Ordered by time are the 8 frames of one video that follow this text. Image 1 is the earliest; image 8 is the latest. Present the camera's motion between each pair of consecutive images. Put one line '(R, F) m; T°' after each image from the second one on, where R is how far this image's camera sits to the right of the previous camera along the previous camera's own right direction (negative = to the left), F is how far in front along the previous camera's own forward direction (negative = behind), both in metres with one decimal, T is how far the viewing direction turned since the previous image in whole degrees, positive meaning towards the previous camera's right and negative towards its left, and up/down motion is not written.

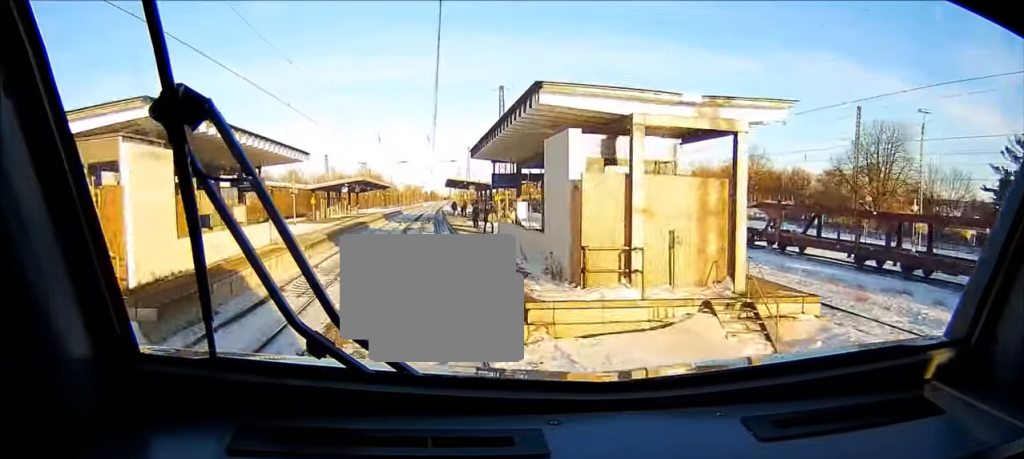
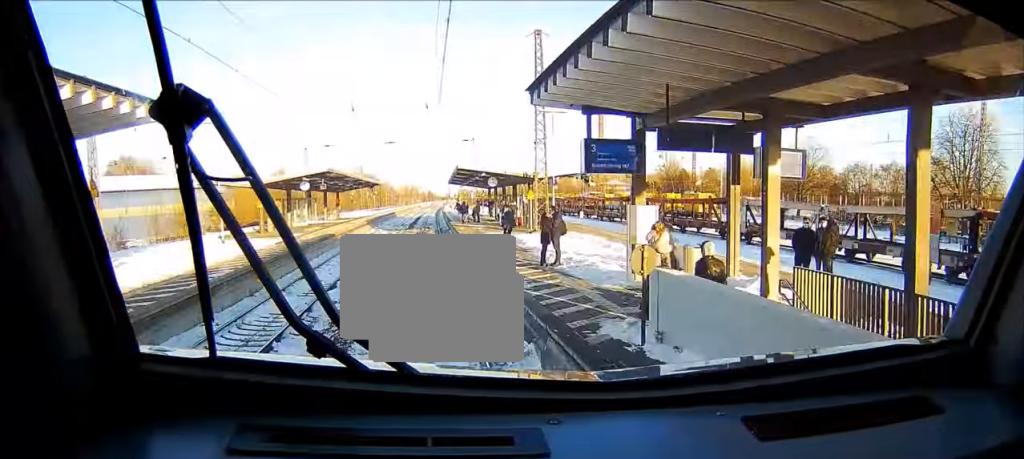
(0.0, +20.7) m; 0°
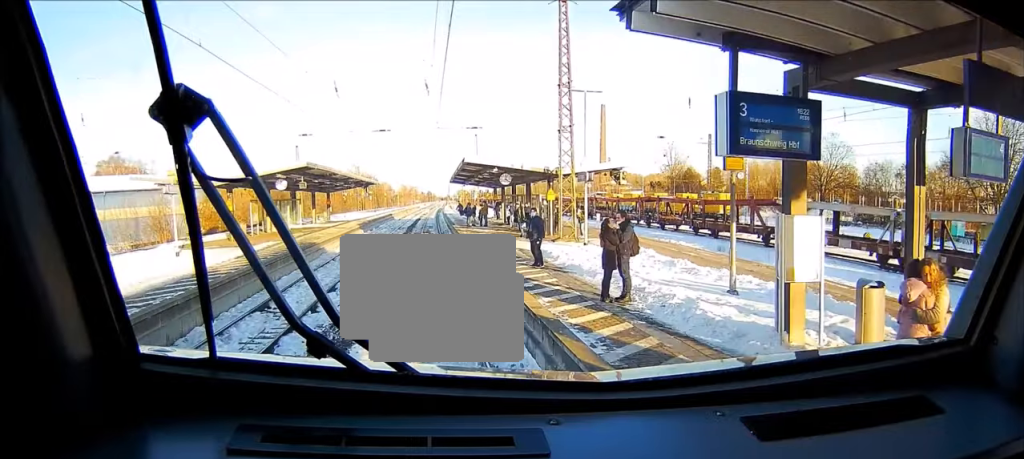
(-0.1, +7.6) m; 0°
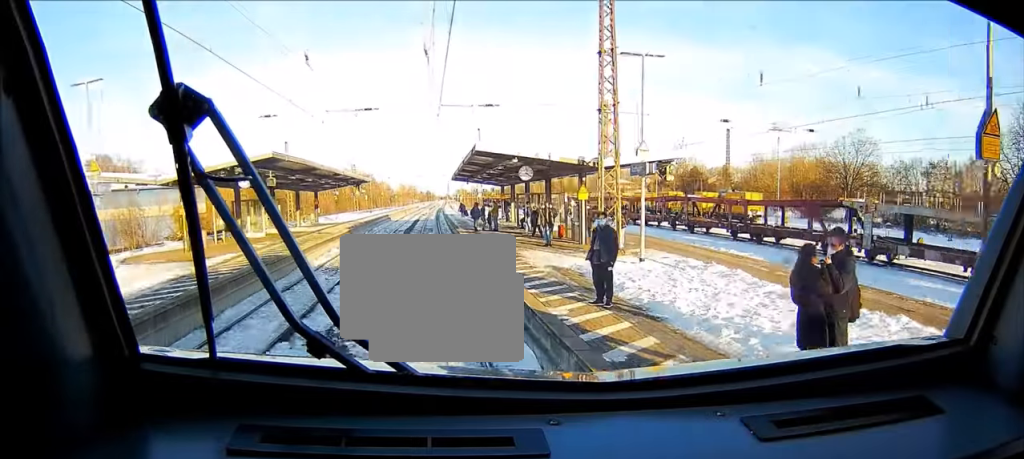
(0.0, +7.3) m; 0°
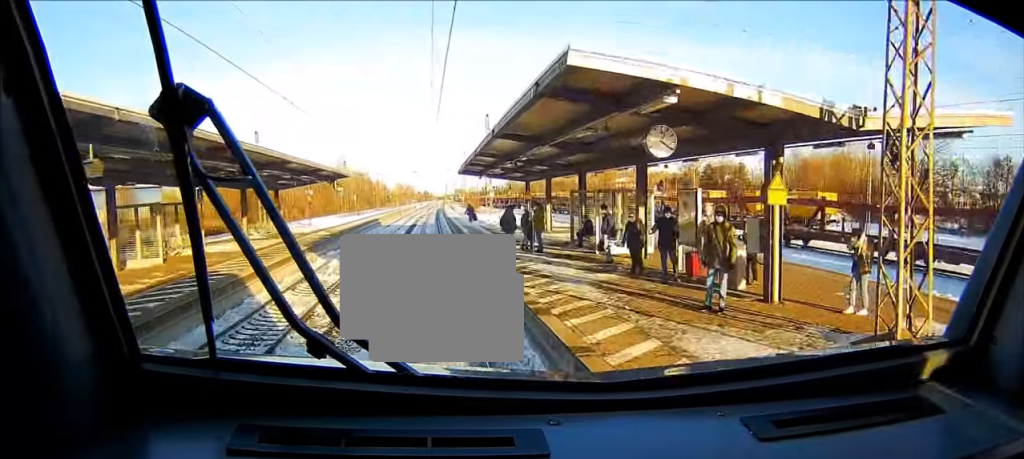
(+0.1, +17.0) m; 0°
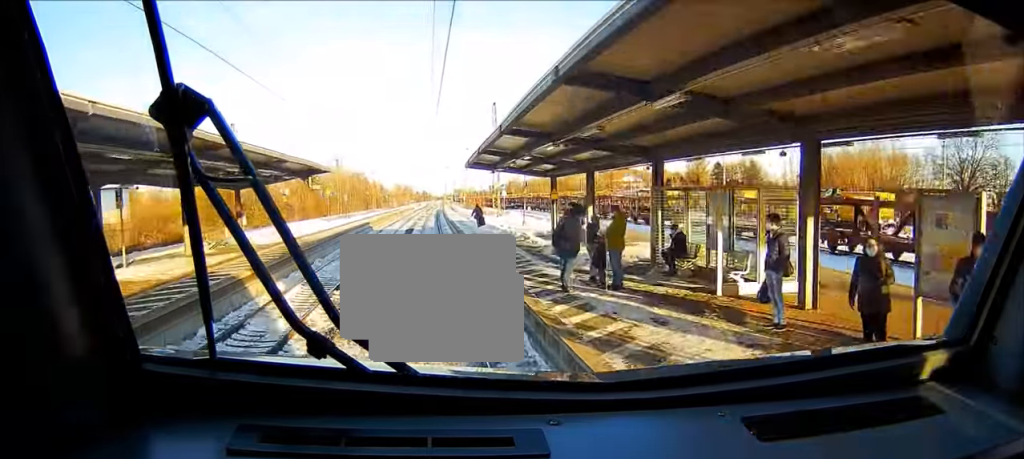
(0.0, +10.3) m; 0°
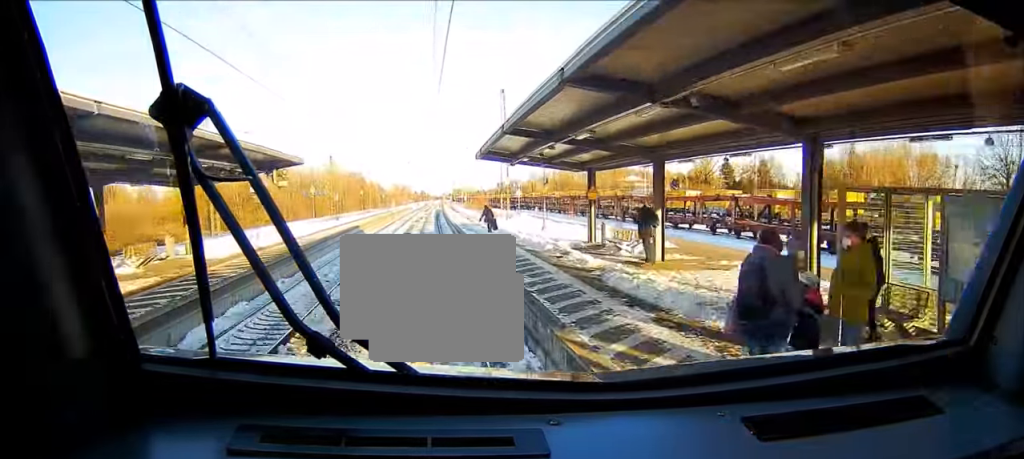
(0.0, +9.2) m; 0°
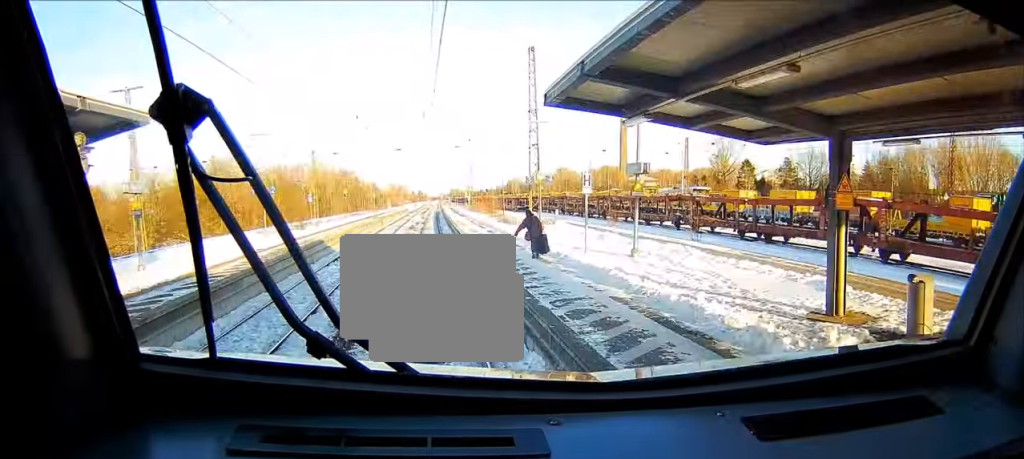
(+0.1, +18.7) m; 0°
